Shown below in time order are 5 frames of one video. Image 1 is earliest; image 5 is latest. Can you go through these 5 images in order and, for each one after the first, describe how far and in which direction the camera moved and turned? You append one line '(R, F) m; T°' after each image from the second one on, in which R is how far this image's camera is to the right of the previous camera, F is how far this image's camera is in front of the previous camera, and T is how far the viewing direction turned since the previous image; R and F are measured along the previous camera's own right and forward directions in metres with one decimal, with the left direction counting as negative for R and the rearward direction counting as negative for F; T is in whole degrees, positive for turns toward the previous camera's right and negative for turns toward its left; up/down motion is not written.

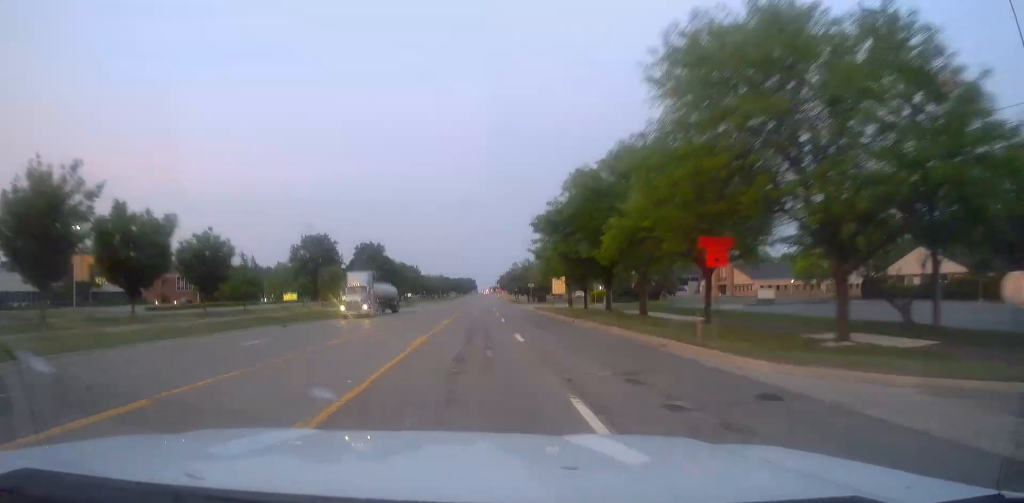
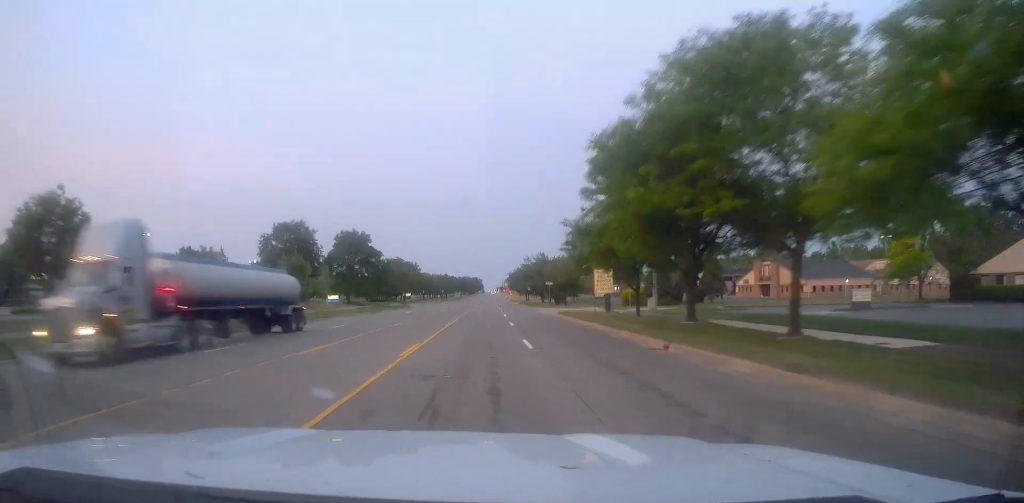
(+0.2, +19.0) m; -1°
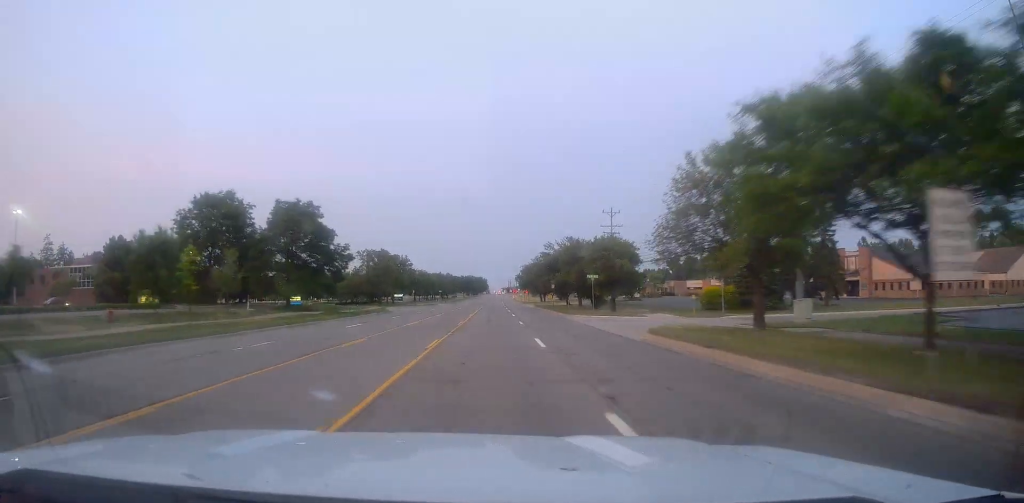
(-0.5, +29.4) m; 0°
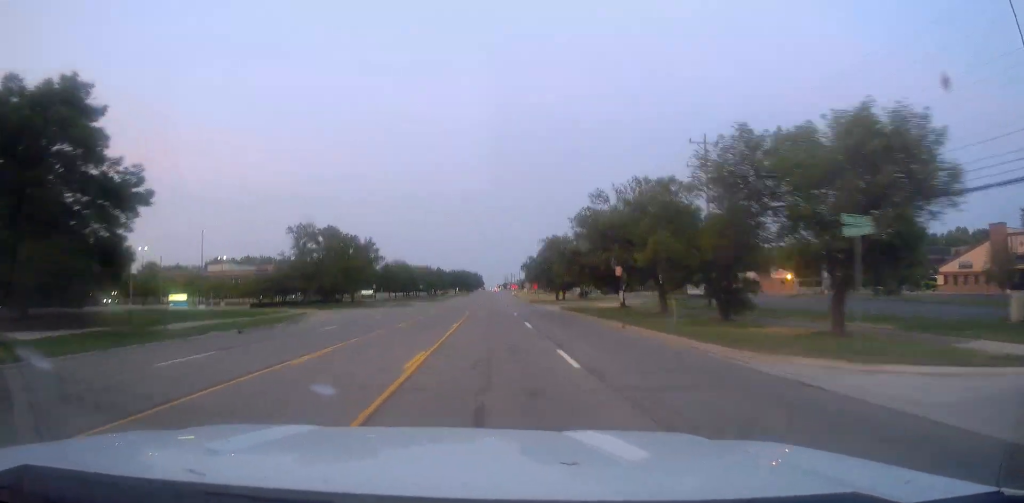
(-0.2, +37.6) m; -1°
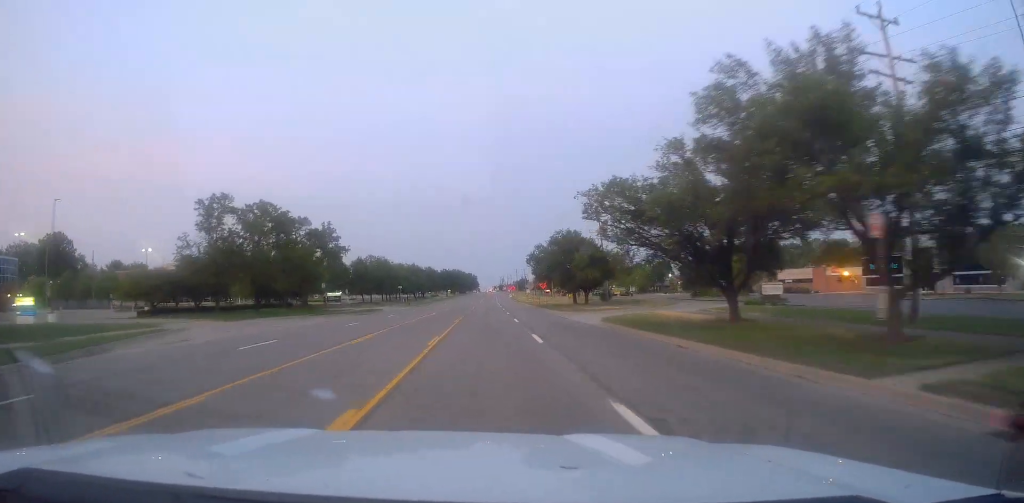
(+0.3, +23.9) m; 0°
